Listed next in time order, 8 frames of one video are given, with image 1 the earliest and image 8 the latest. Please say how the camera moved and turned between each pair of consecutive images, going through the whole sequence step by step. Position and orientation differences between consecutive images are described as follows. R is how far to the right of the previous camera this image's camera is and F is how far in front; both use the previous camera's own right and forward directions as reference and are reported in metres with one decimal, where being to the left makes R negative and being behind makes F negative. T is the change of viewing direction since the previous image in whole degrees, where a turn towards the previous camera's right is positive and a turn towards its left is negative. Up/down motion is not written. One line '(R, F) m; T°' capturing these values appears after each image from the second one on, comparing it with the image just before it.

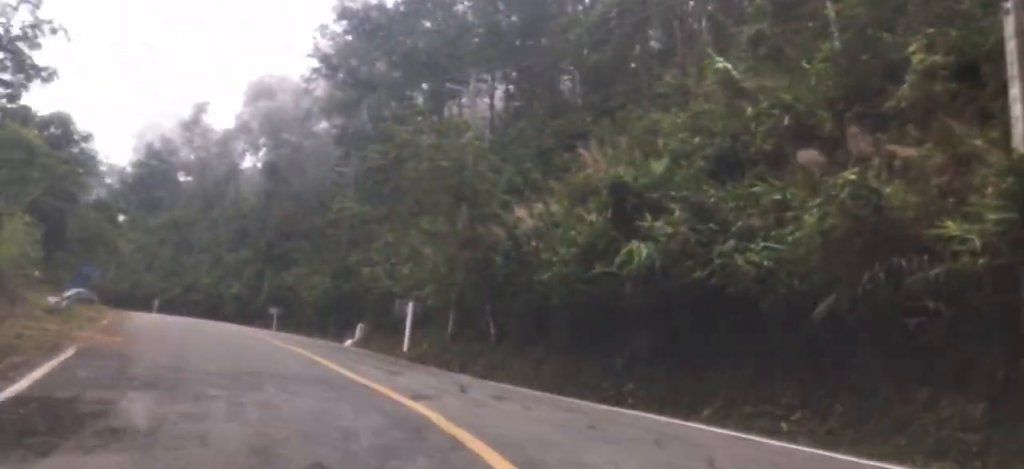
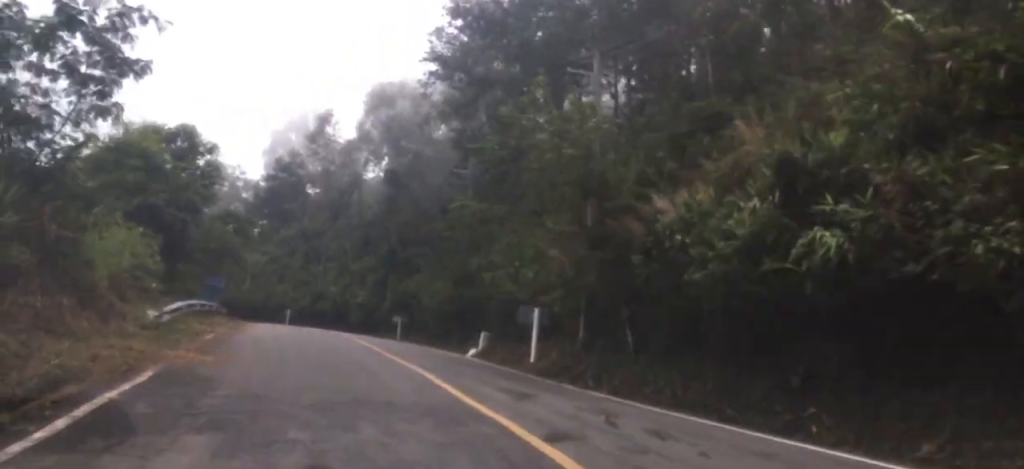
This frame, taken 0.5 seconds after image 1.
(-0.4, +2.6) m; -15°
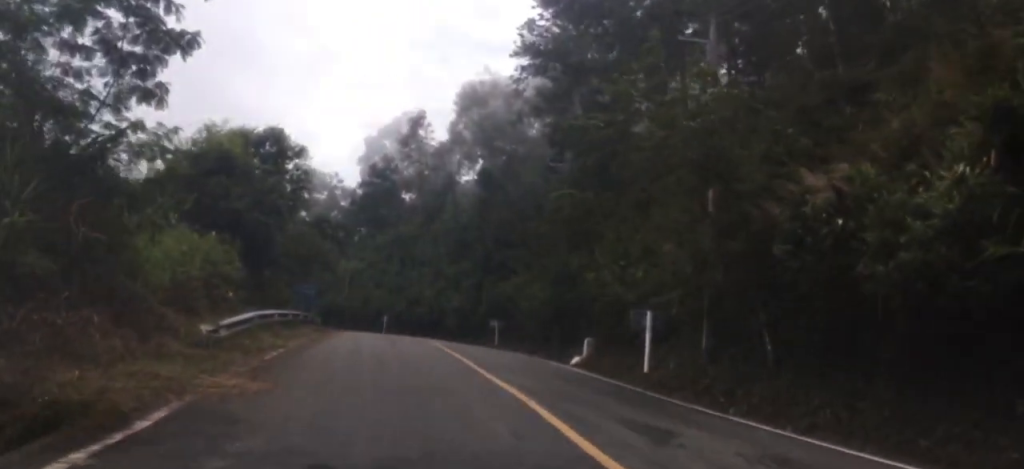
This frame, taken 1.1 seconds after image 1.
(-0.2, +2.9) m; -13°
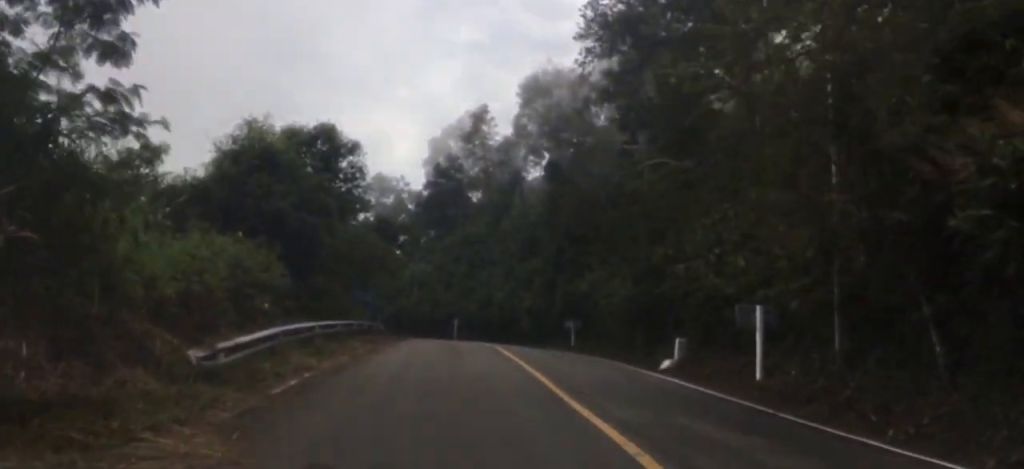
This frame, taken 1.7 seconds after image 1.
(-0.6, +3.2) m; -13°
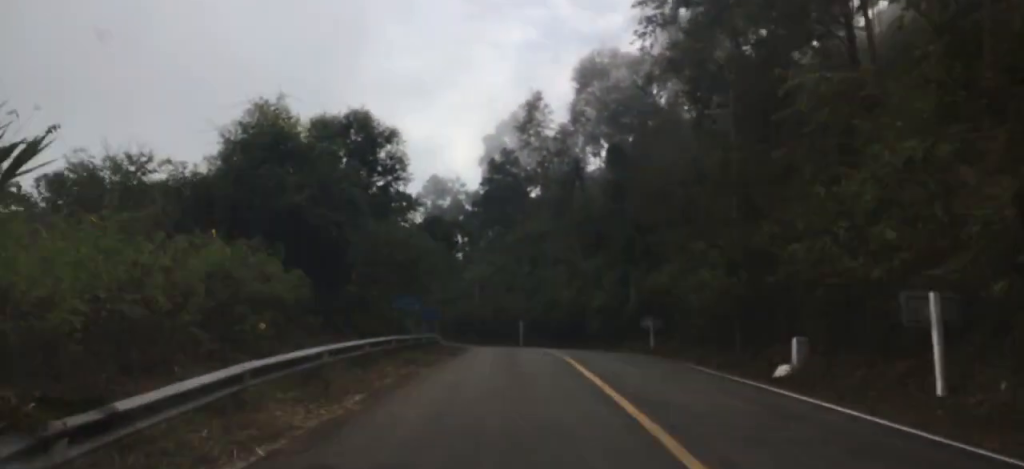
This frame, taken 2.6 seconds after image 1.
(-0.7, +4.4) m; -11°
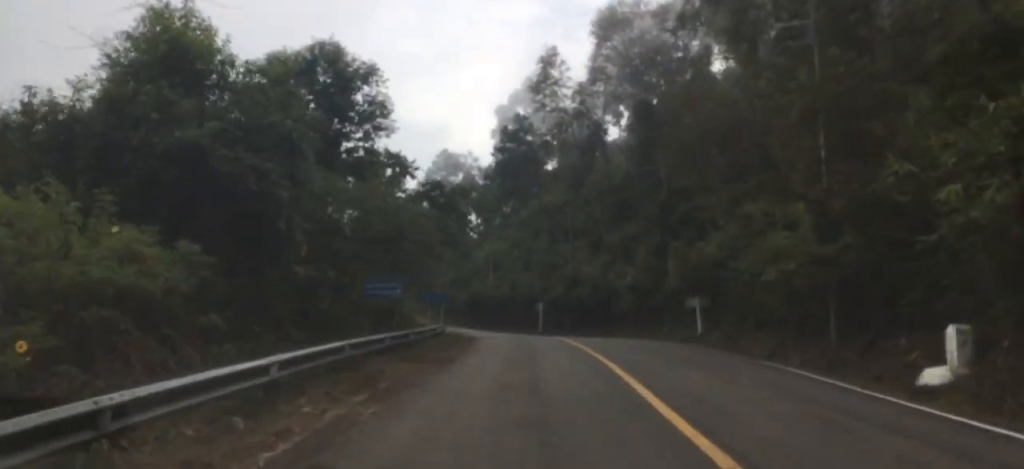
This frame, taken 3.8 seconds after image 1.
(-0.1, +5.8) m; +1°
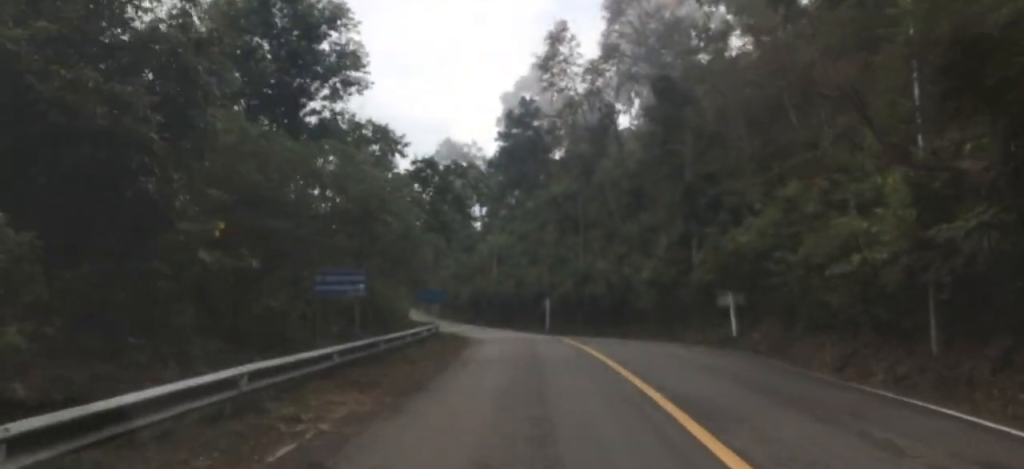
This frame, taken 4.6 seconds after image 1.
(+0.1, +3.4) m; +3°
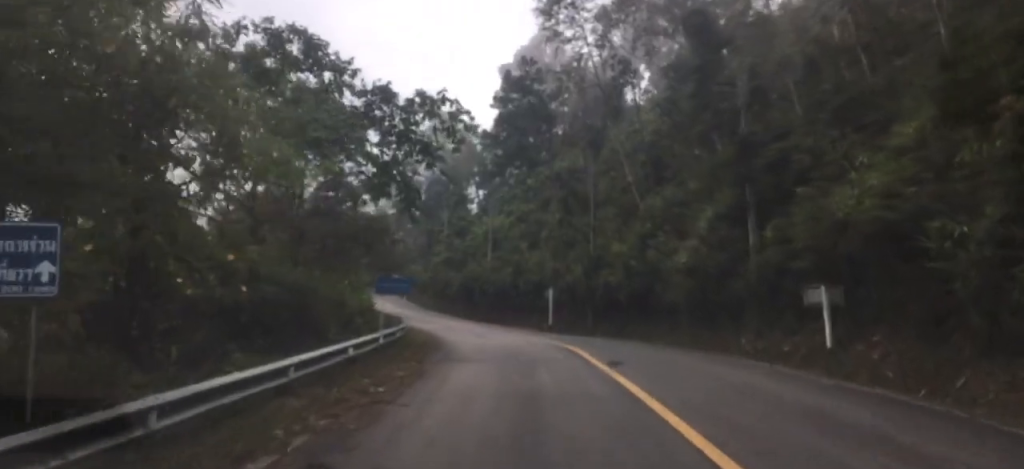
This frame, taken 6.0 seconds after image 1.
(+0.4, +7.6) m; +3°
